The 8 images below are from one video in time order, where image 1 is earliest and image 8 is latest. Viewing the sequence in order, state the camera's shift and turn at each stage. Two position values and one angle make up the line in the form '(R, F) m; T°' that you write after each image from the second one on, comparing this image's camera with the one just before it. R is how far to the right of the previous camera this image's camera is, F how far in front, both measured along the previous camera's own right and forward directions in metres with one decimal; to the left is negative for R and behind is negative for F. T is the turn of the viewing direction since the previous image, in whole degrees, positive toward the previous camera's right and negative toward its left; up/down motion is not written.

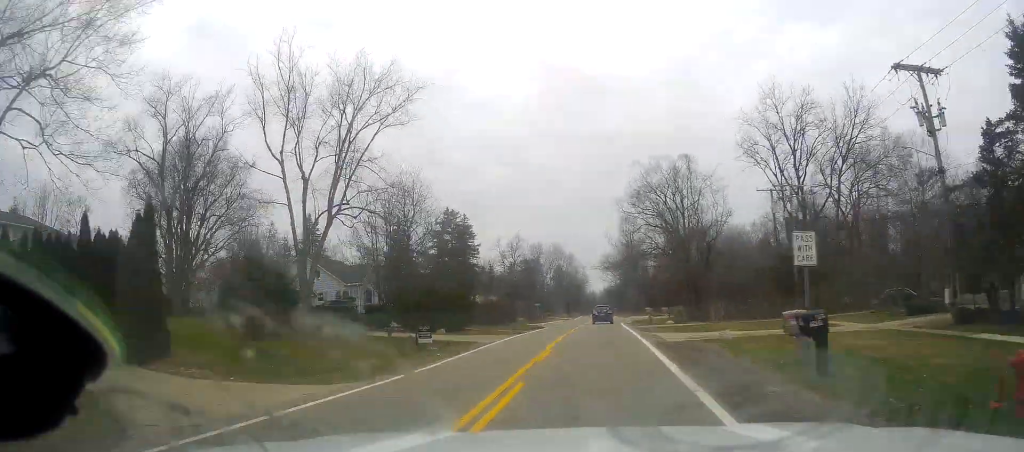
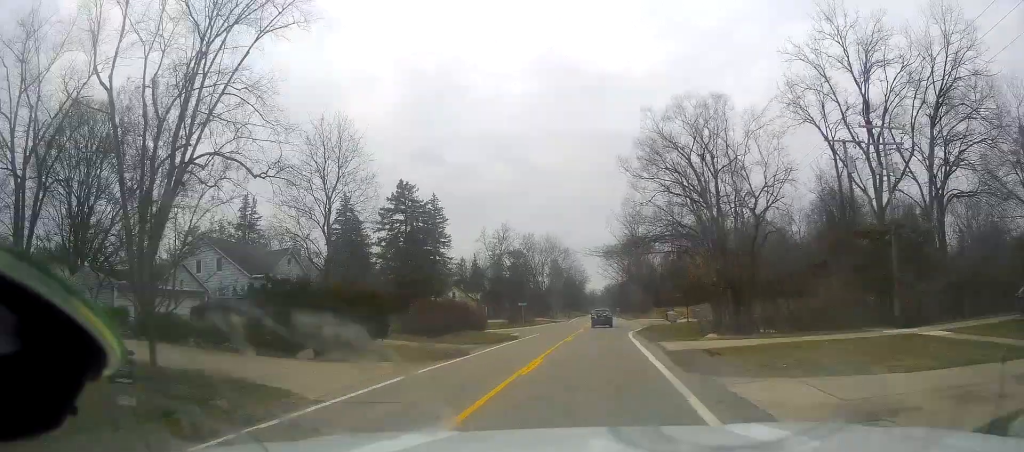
(+0.1, +17.6) m; -1°
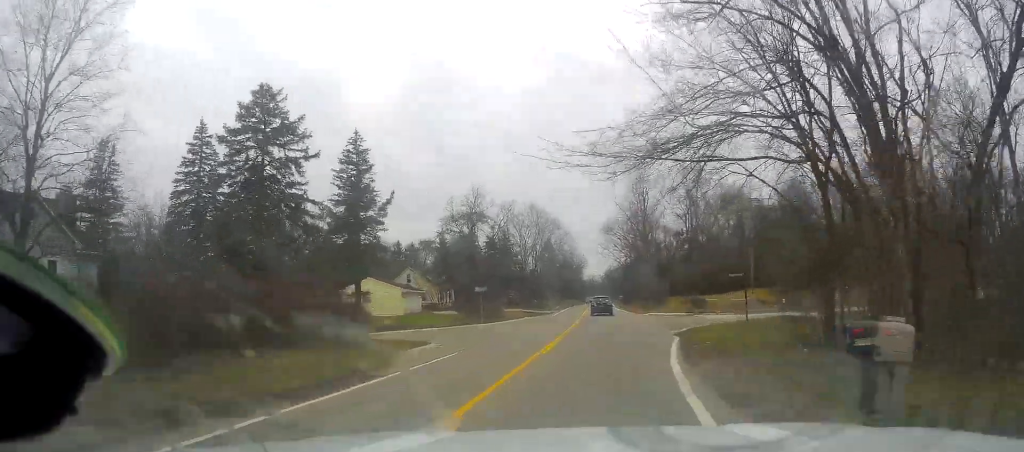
(-0.7, +25.6) m; 0°
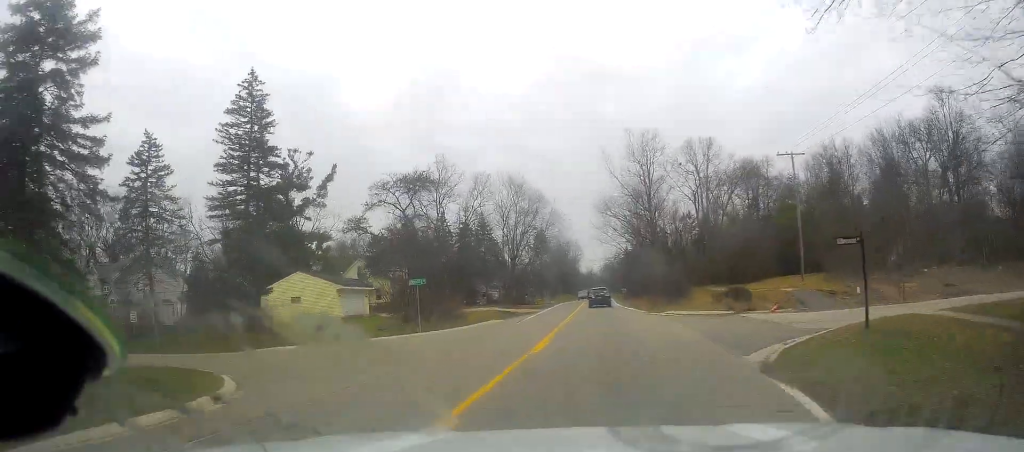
(+0.7, +16.8) m; 0°
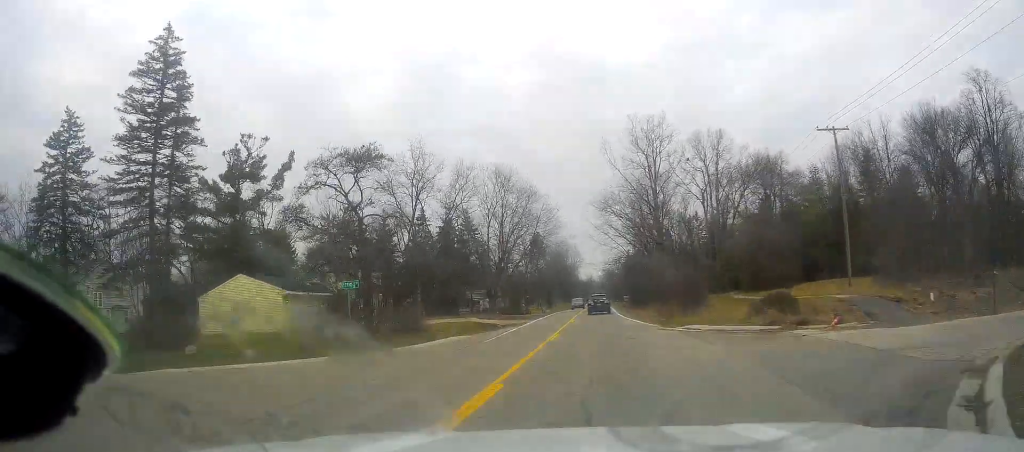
(-0.2, +9.3) m; 0°
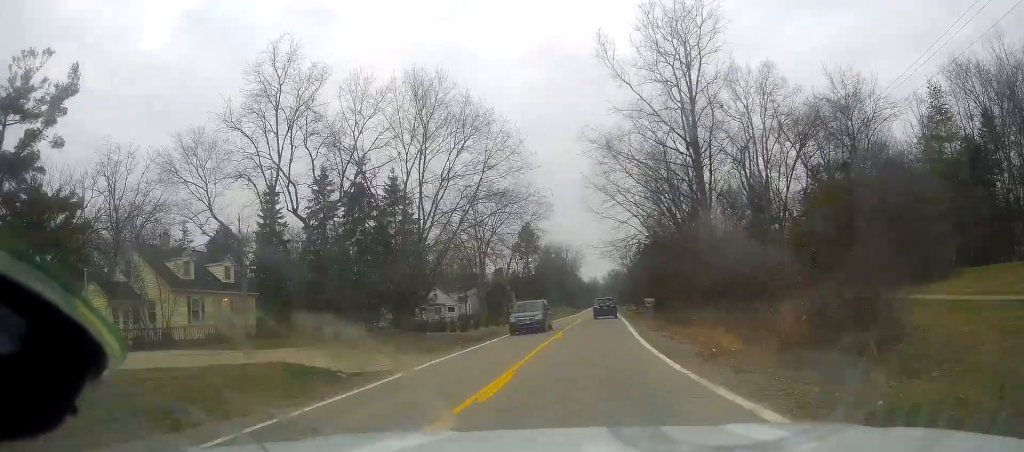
(+0.2, +27.7) m; +1°
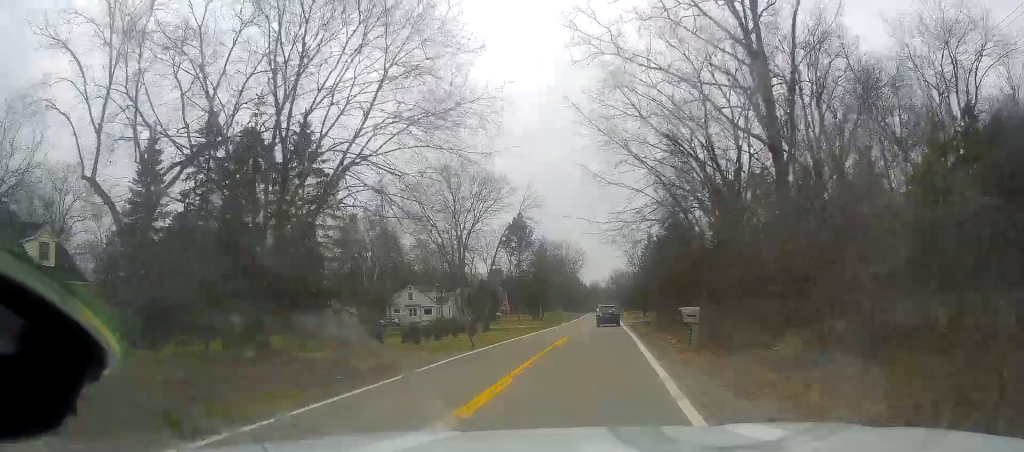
(-0.2, +16.1) m; -2°
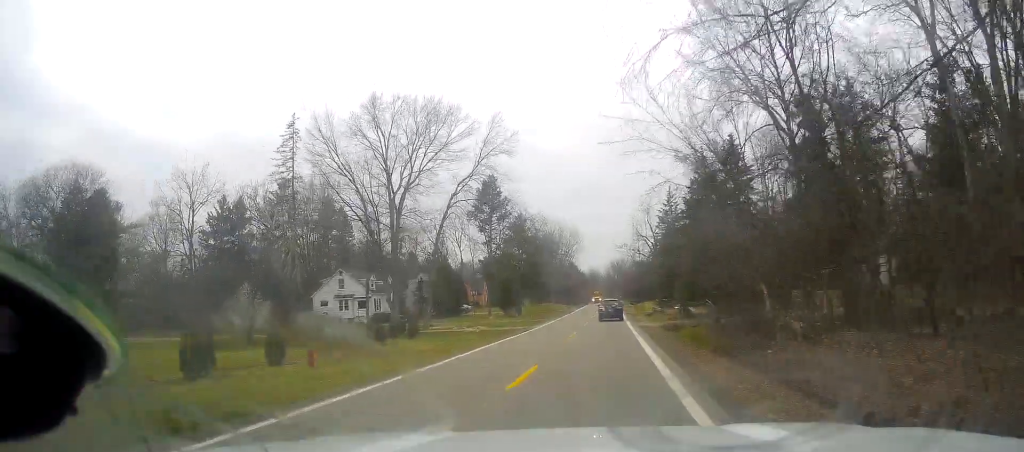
(-0.4, +27.0) m; 0°
